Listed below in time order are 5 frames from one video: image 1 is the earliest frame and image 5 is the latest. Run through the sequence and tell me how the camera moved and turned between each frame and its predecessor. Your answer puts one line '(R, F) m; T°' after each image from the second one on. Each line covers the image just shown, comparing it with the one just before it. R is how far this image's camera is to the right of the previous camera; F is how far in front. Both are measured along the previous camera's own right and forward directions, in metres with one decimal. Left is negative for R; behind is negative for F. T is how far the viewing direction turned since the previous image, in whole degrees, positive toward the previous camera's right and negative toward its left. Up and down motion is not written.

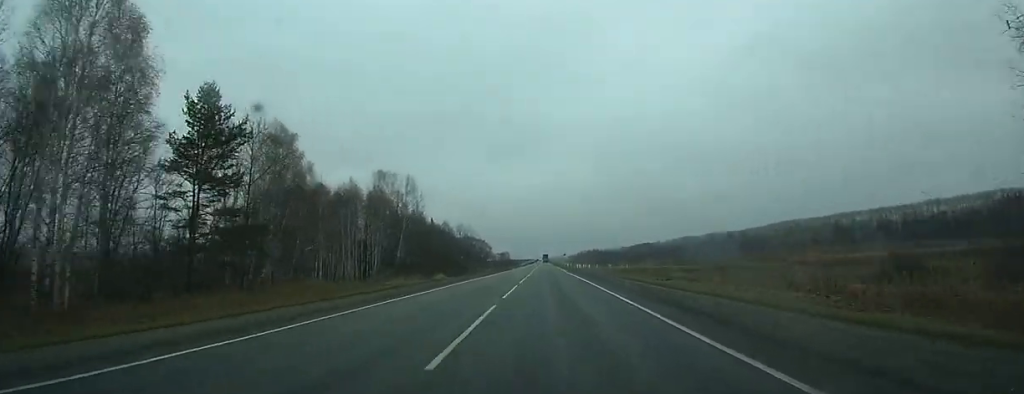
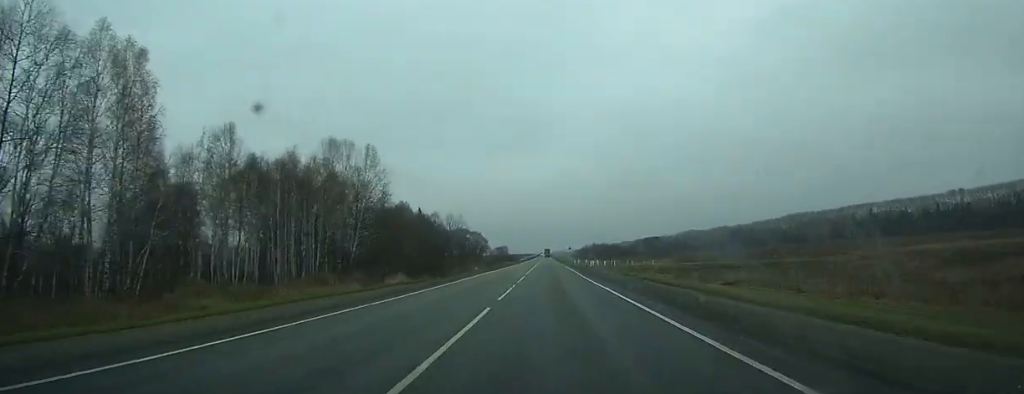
(0.0, +27.1) m; 0°
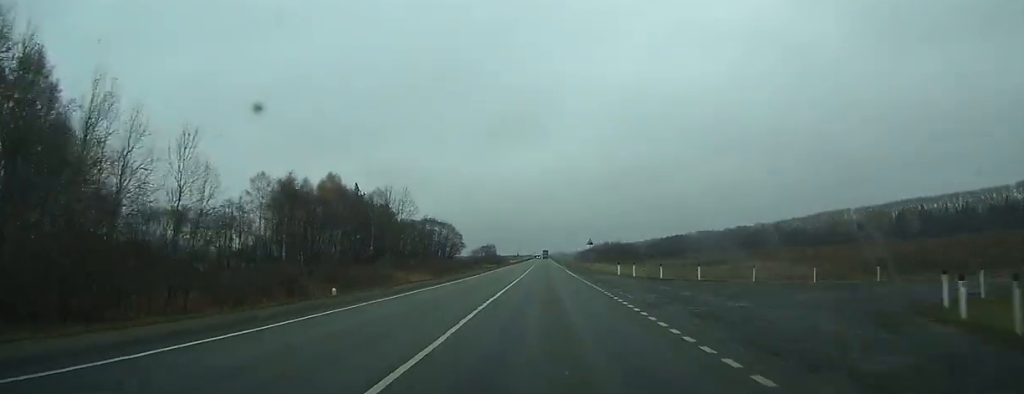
(-0.2, +73.6) m; 0°
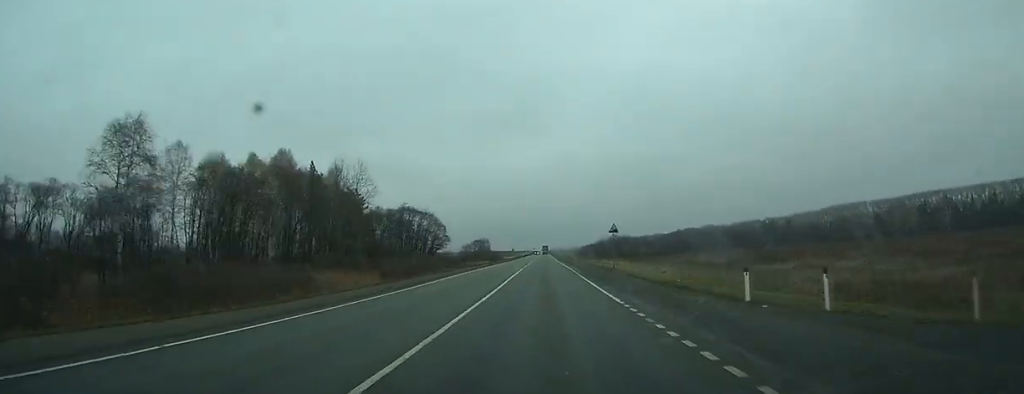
(0.0, +28.0) m; 0°
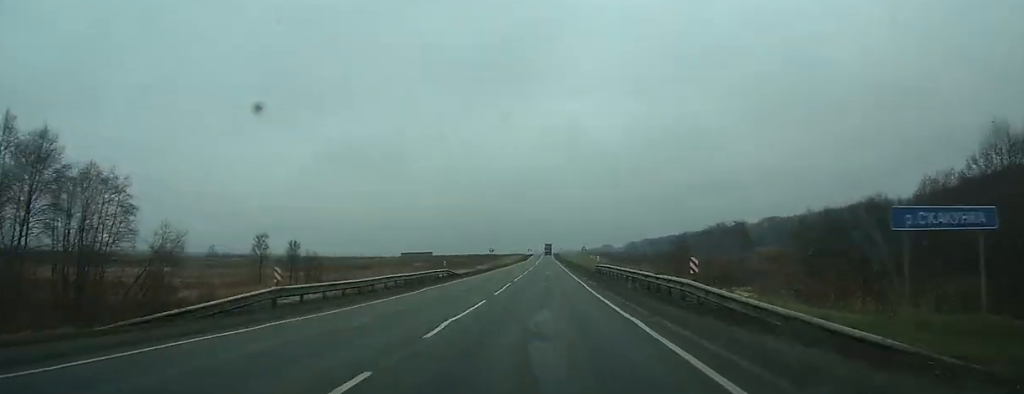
(-0.7, +208.3) m; 0°
